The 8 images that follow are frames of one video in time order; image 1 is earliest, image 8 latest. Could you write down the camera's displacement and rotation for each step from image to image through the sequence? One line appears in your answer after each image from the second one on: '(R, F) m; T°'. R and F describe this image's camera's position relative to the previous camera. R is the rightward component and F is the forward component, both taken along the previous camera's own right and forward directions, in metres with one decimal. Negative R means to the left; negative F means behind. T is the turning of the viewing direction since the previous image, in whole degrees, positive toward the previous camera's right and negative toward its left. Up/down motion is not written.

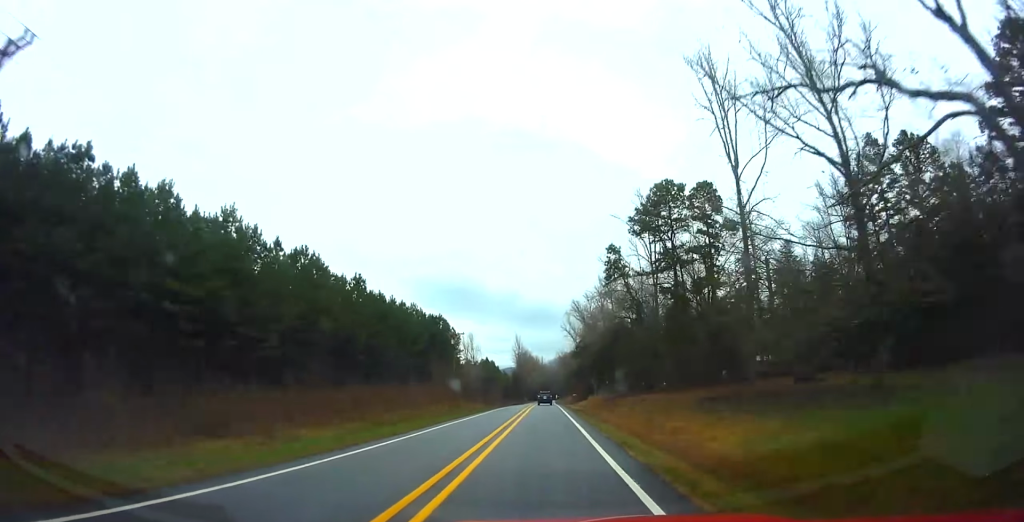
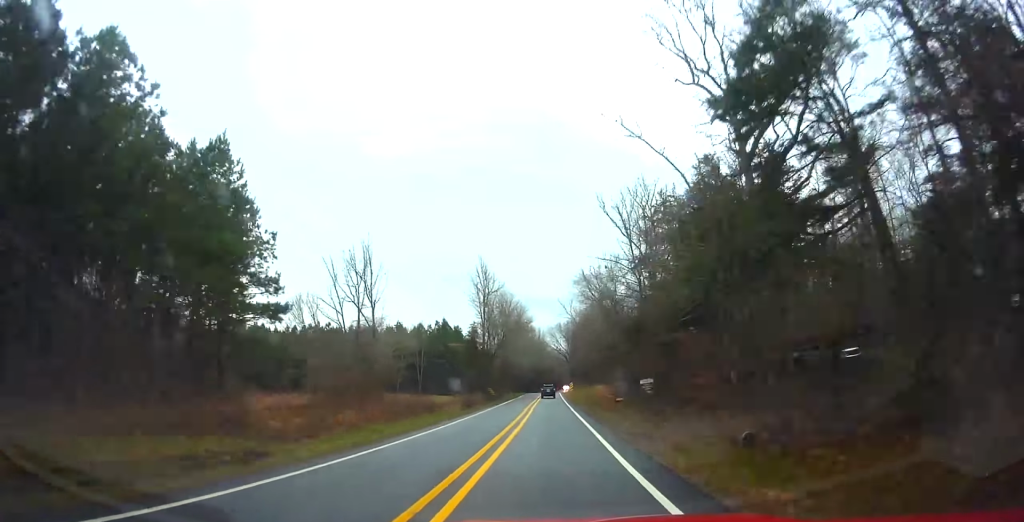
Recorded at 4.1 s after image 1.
(+0.6, +97.8) m; +1°
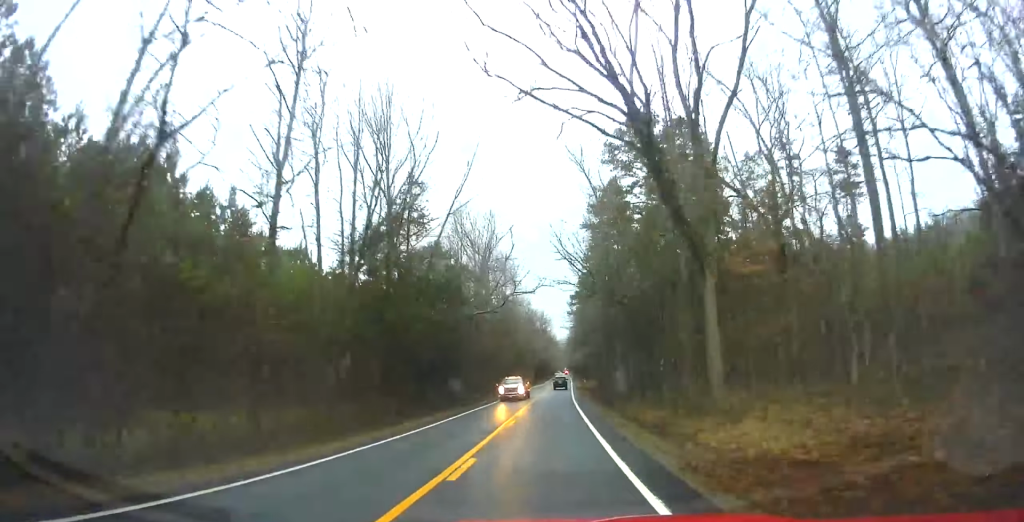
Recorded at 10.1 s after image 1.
(+1.6, +139.7) m; +2°
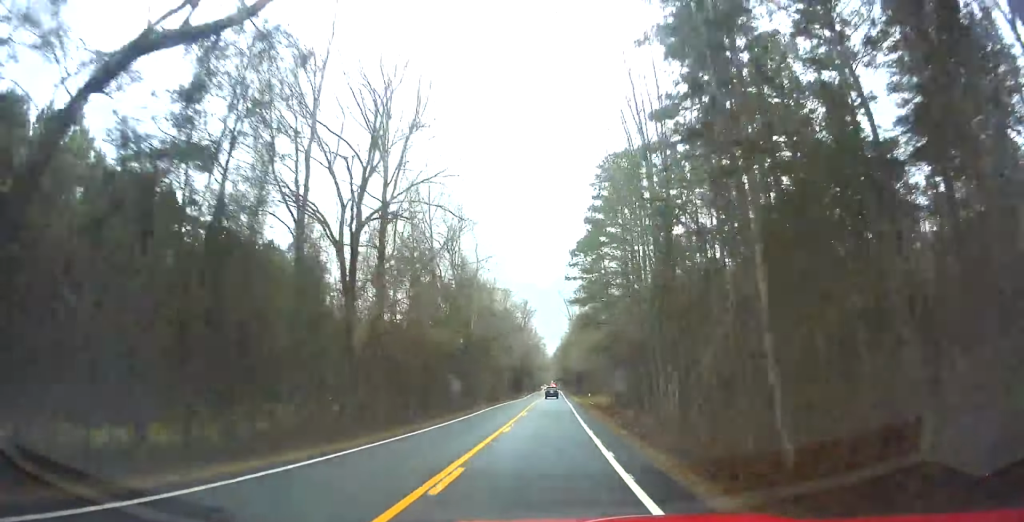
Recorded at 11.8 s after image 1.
(+0.1, +39.1) m; +1°
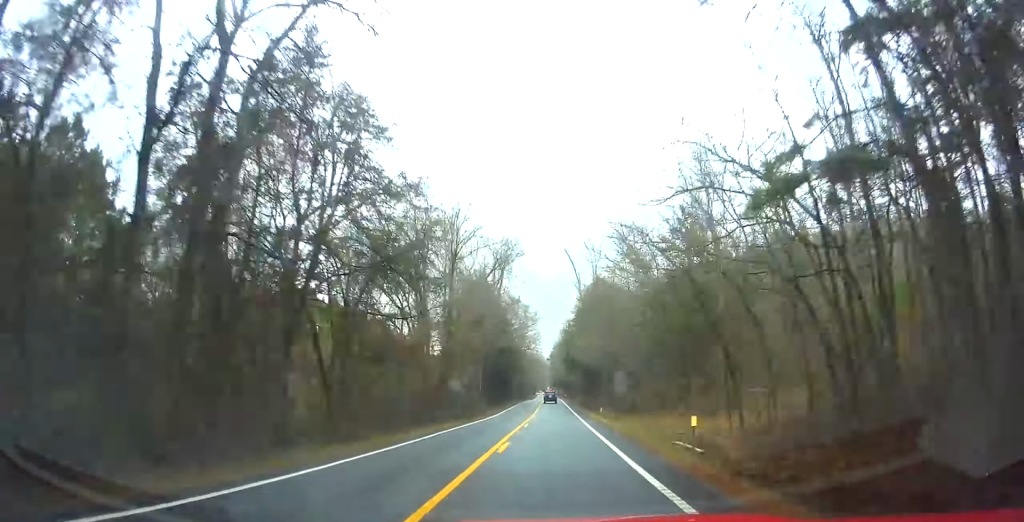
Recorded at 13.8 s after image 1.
(+0.4, +45.9) m; +1°
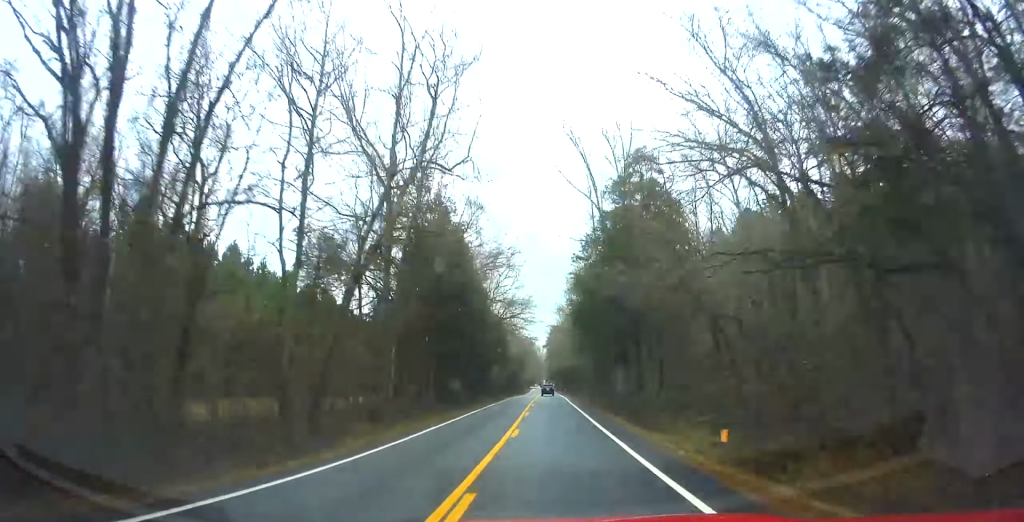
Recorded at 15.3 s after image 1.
(+0.2, +34.5) m; 0°
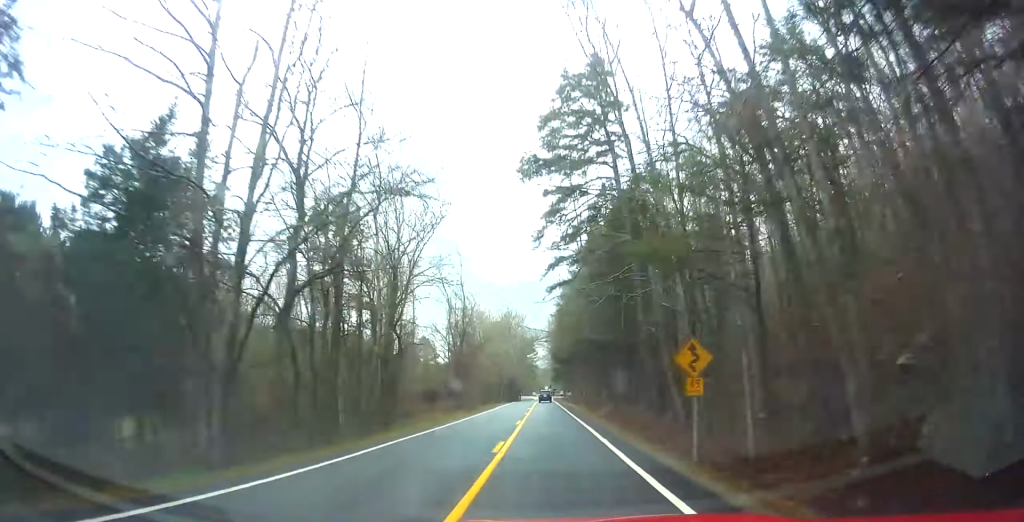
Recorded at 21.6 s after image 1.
(+1.1, +146.6) m; 0°
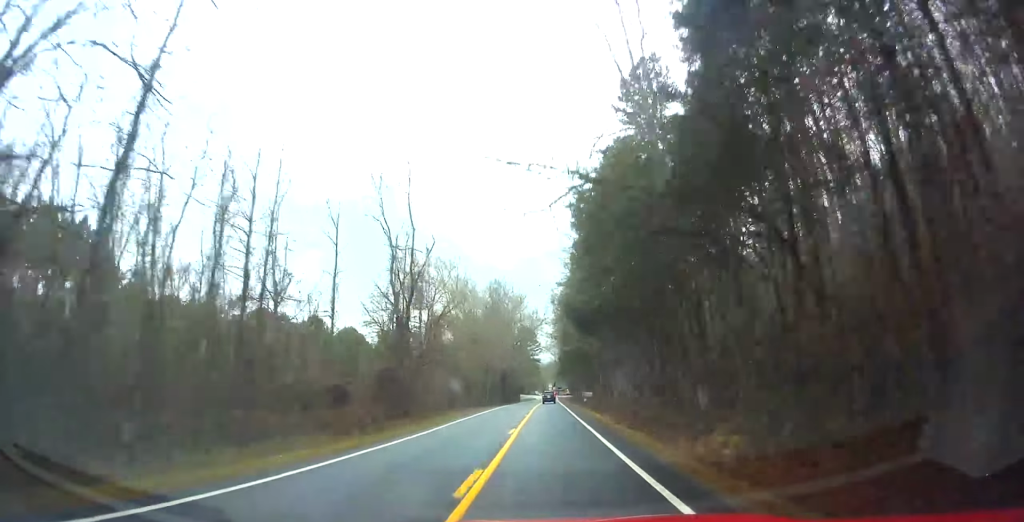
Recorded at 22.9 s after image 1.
(+0.1, +30.7) m; 0°
